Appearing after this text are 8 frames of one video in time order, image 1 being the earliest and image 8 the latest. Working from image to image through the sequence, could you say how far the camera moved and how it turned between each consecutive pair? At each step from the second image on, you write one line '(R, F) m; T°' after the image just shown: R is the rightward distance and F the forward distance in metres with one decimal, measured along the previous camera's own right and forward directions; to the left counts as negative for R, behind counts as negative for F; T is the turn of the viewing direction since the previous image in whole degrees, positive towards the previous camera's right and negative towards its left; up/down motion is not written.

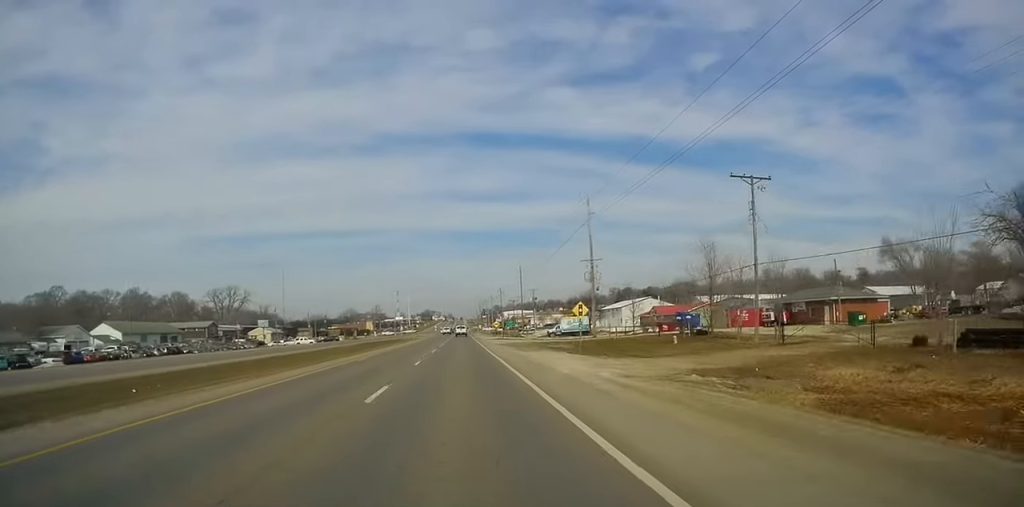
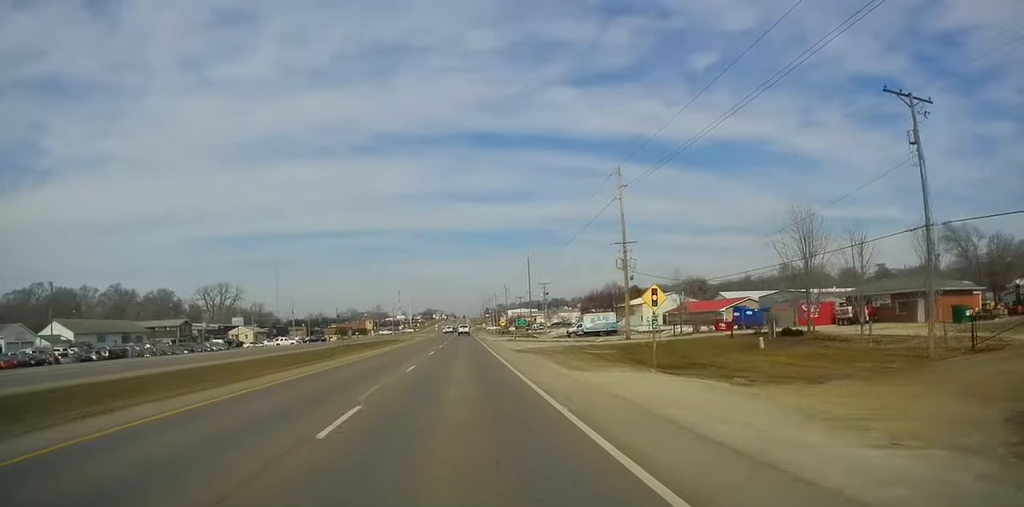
(+0.2, +16.1) m; +1°
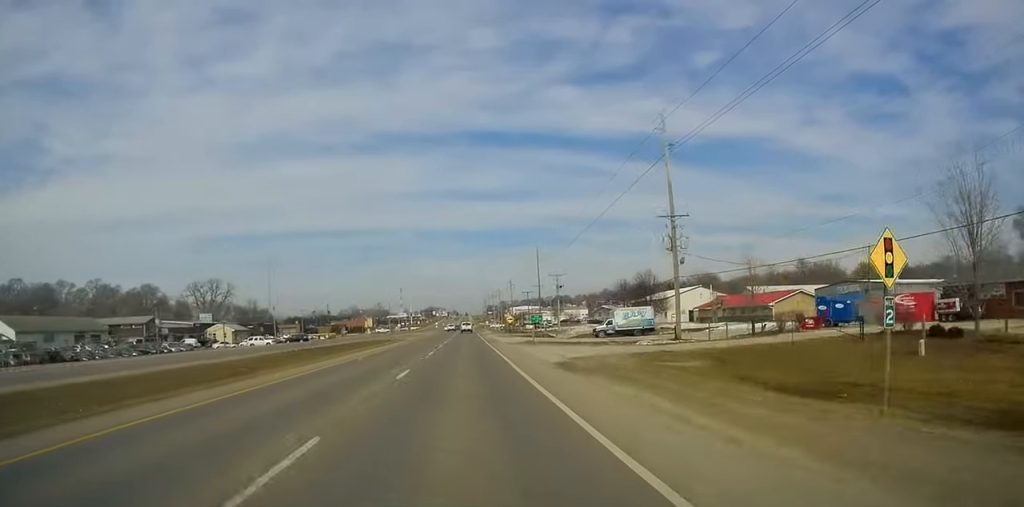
(+0.3, +15.3) m; +1°
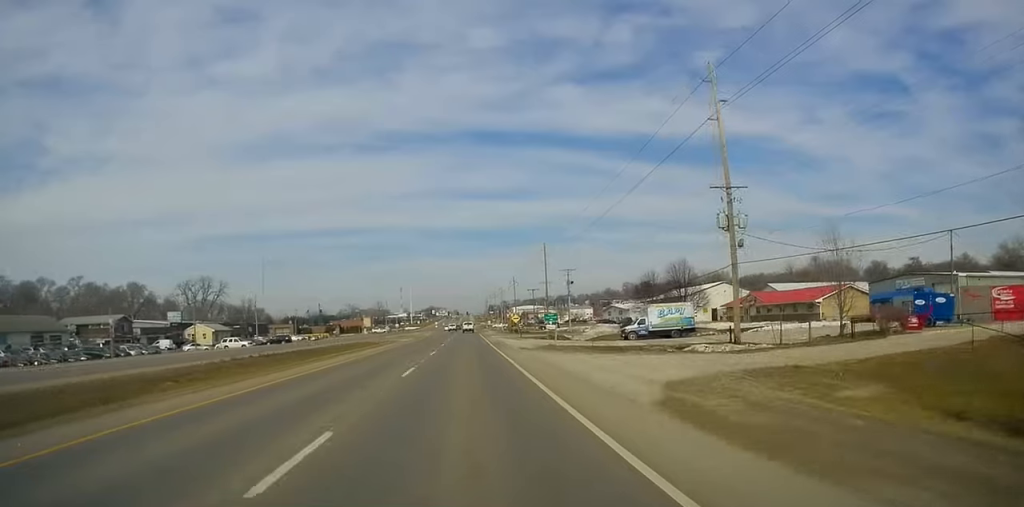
(-0.2, +11.8) m; 0°
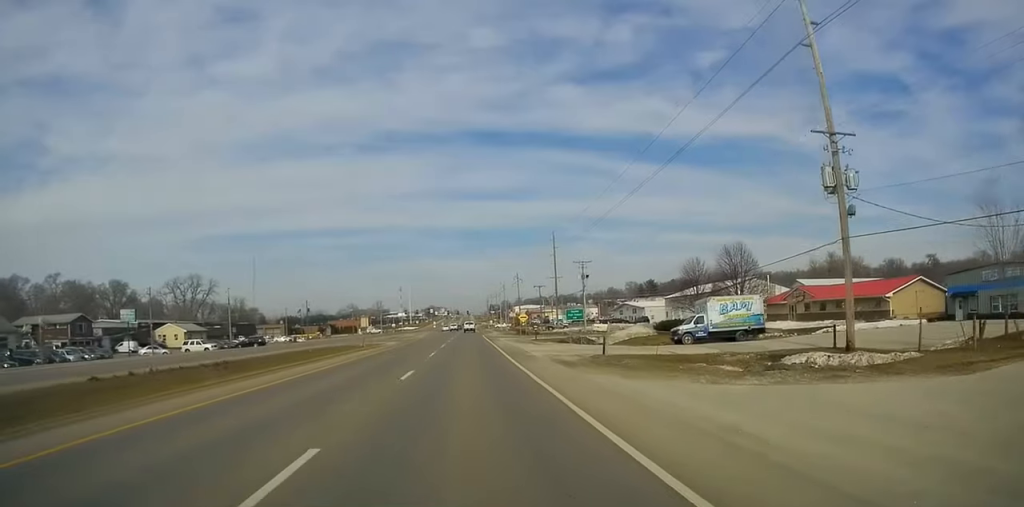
(0.0, +13.6) m; 0°
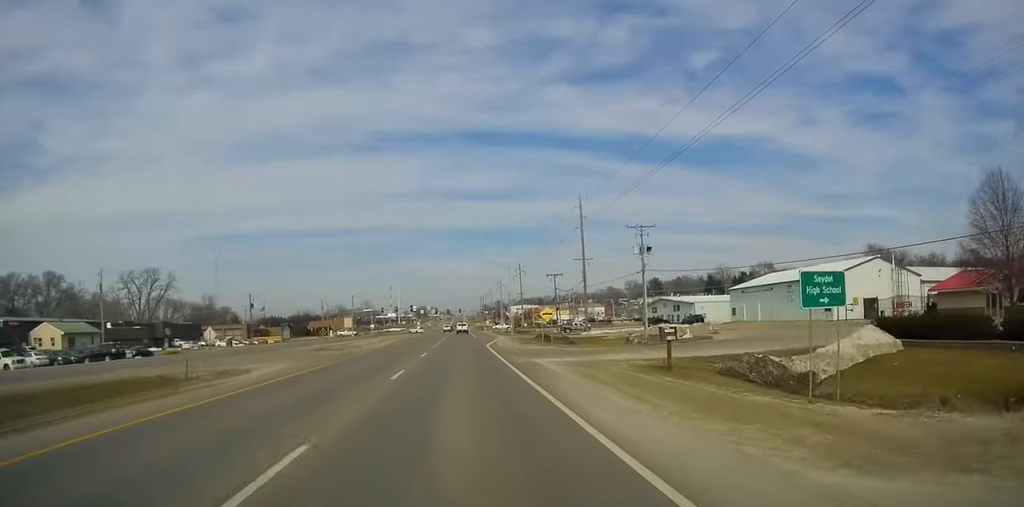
(-0.8, +38.2) m; -1°
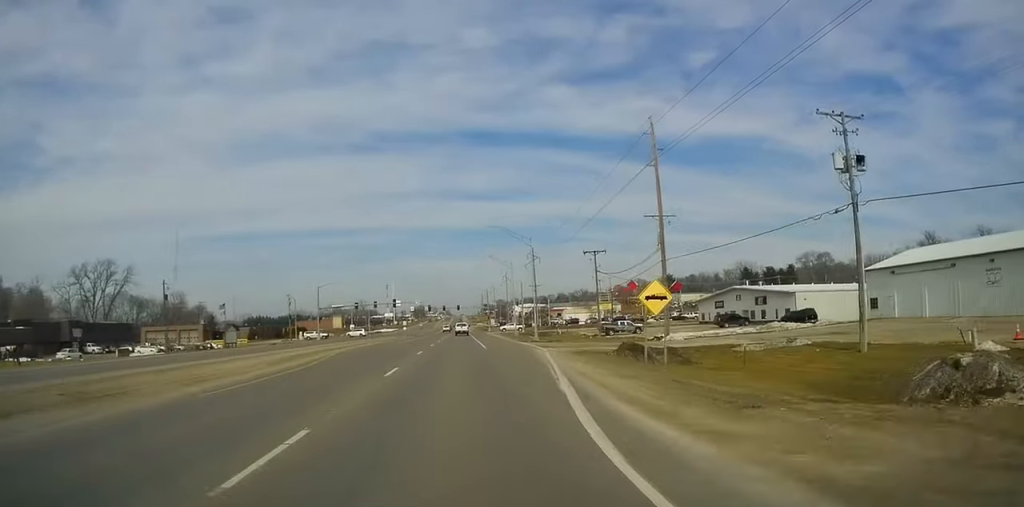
(+0.7, +37.4) m; +1°
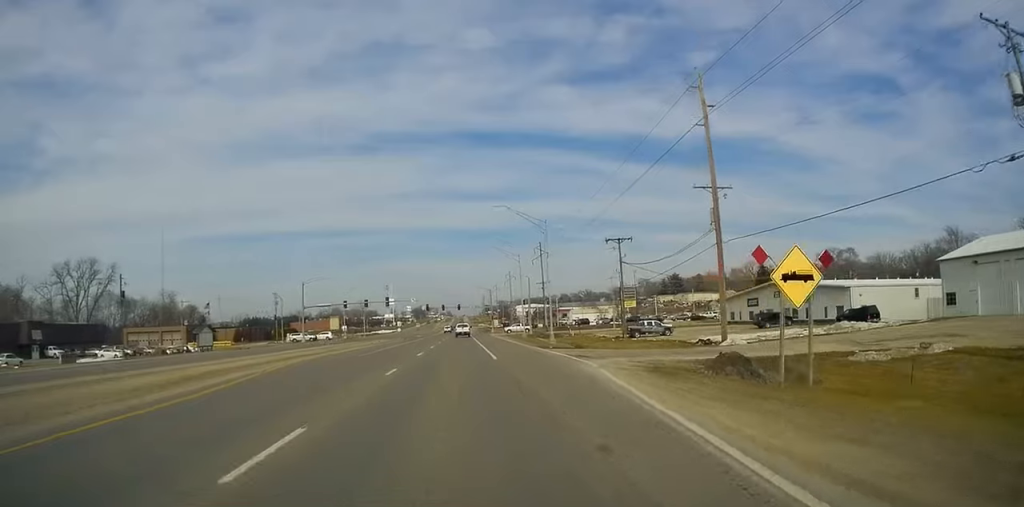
(+0.2, +12.5) m; +1°
